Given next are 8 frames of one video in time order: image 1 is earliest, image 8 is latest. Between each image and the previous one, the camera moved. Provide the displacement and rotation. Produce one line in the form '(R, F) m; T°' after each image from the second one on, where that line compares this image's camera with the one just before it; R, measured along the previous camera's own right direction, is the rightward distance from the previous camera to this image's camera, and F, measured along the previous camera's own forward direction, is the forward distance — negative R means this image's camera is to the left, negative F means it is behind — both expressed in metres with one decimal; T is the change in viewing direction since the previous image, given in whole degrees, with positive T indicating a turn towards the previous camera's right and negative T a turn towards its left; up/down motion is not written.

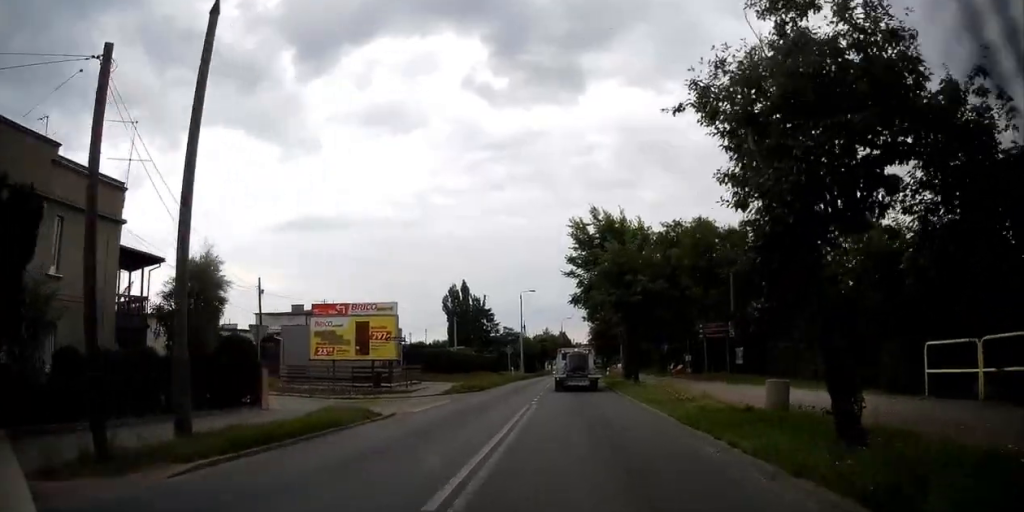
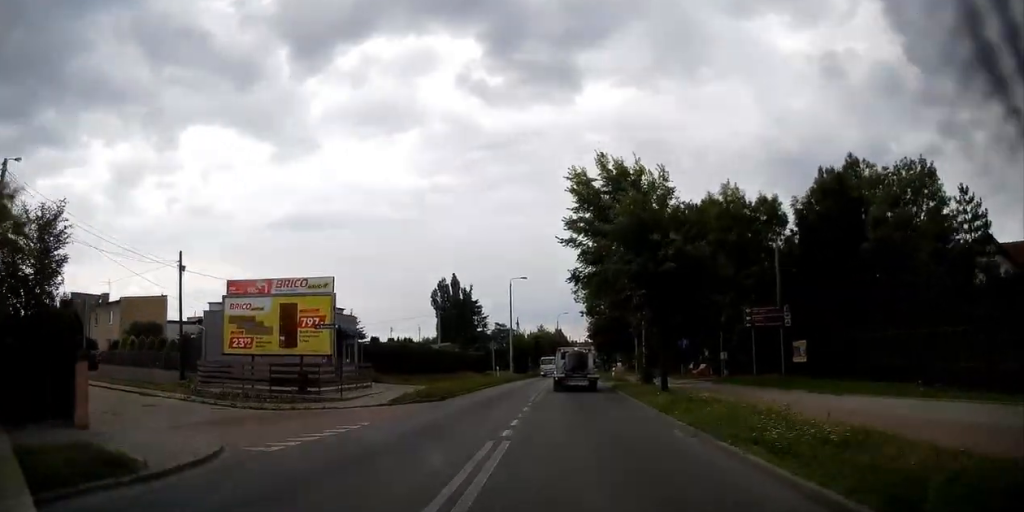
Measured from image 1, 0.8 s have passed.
(0.0, +9.0) m; 0°
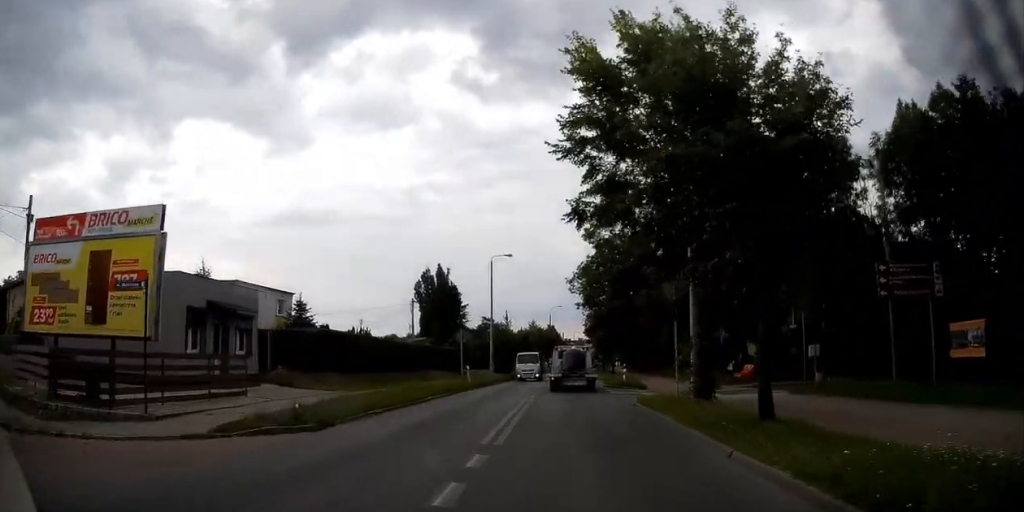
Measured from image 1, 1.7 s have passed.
(0.0, +11.2) m; +1°
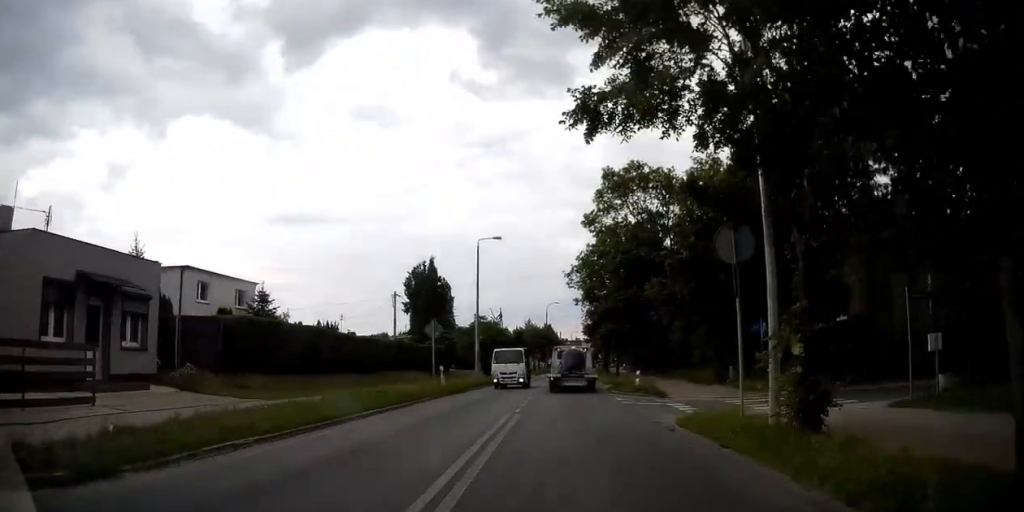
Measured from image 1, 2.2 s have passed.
(+0.1, +6.5) m; 0°
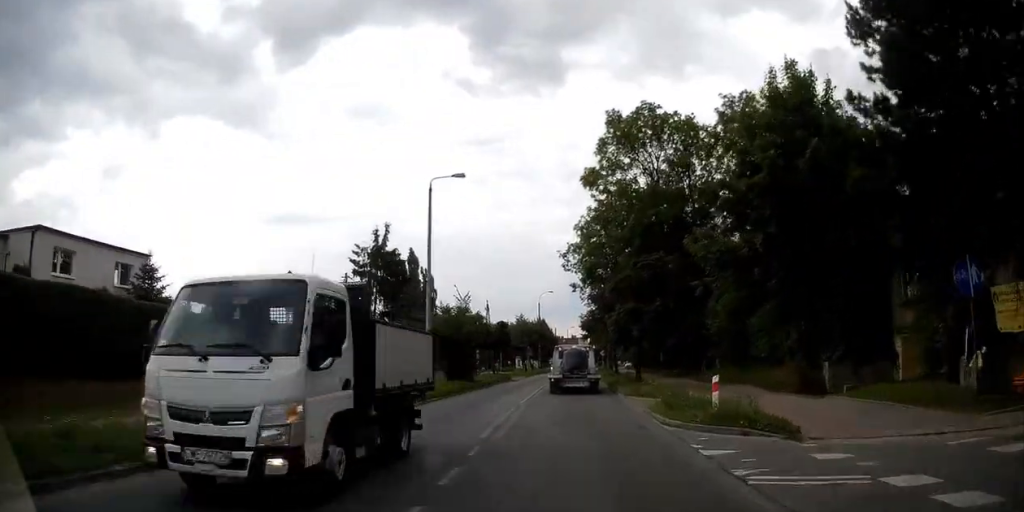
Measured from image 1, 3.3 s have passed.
(0.0, +13.5) m; +1°
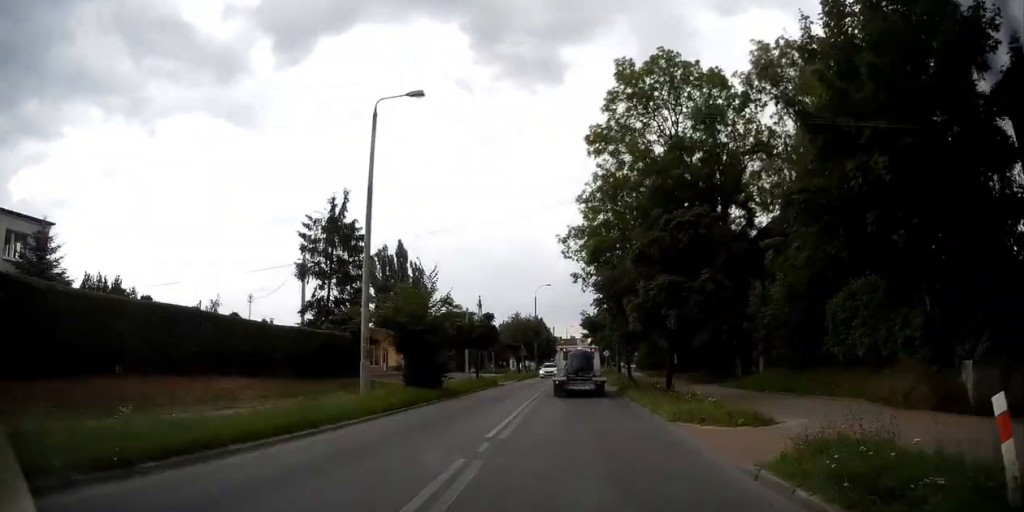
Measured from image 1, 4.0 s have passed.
(+0.1, +8.6) m; 0°
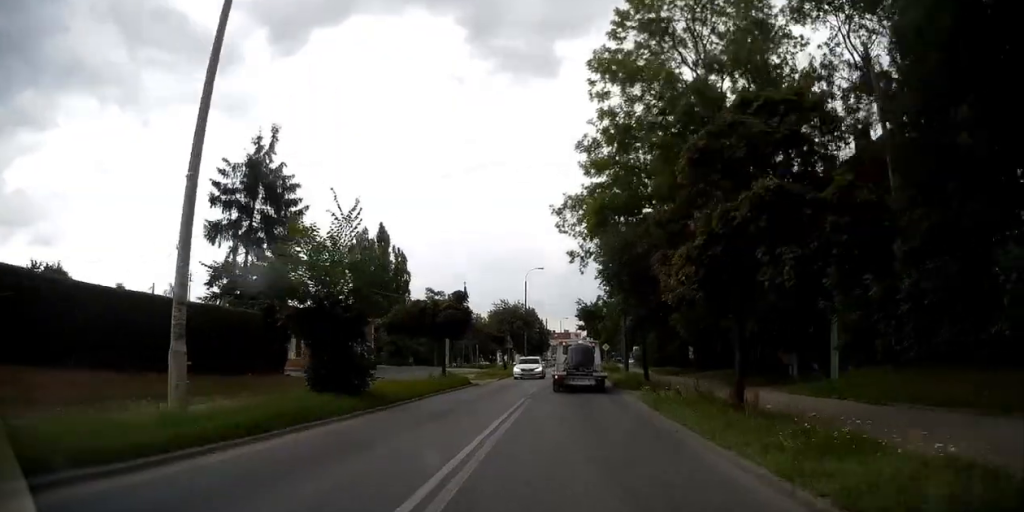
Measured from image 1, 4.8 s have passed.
(+0.1, +9.0) m; 0°
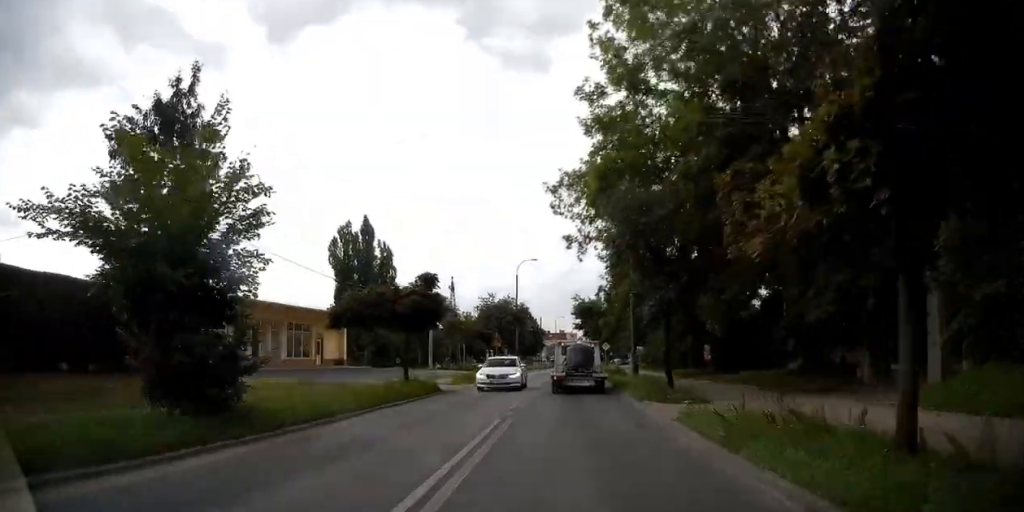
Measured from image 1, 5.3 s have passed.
(-0.1, +6.5) m; 0°
